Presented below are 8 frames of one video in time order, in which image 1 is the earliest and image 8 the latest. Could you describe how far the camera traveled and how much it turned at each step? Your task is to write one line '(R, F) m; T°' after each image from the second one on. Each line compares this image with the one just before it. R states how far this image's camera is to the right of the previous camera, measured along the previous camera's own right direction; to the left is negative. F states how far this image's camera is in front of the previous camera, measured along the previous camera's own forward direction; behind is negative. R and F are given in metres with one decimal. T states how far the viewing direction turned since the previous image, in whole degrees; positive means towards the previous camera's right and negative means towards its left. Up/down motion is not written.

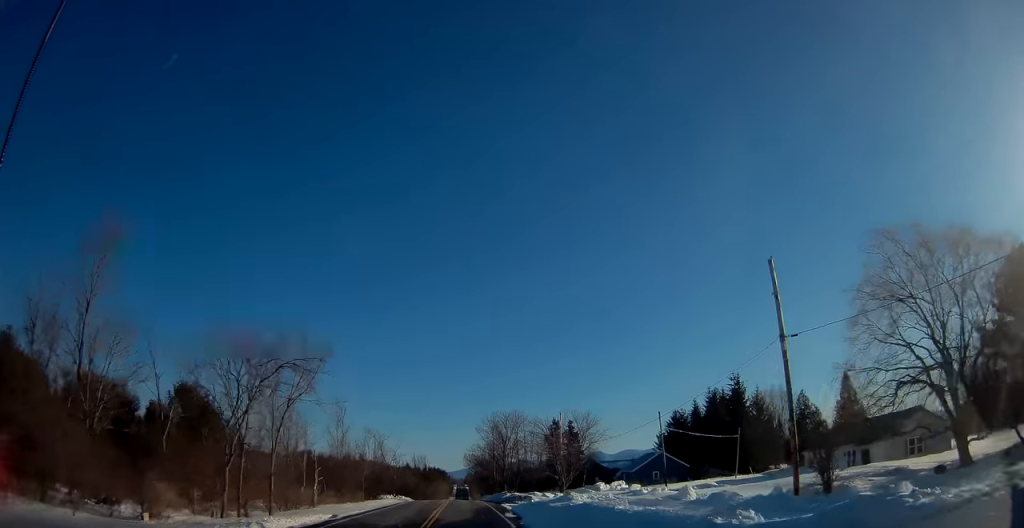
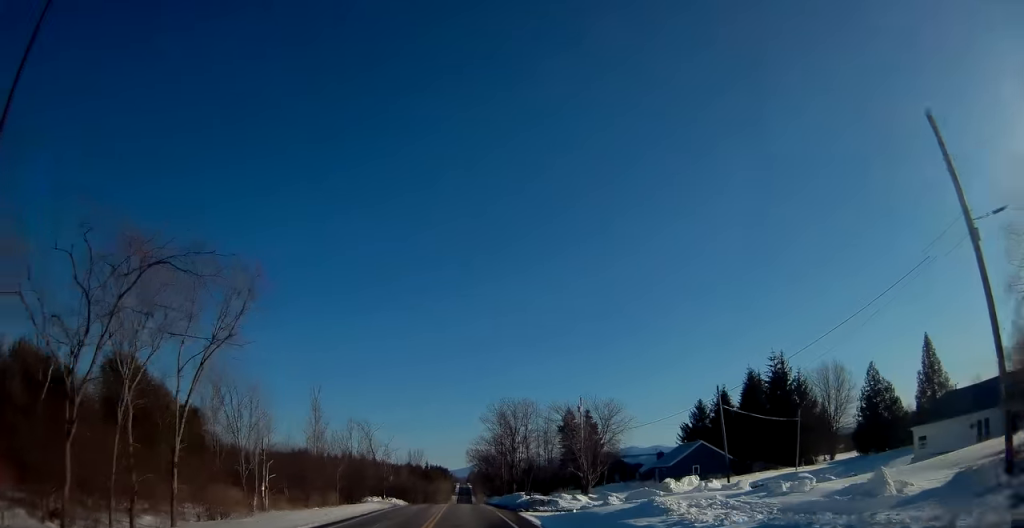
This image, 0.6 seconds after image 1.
(0.0, +13.3) m; 0°
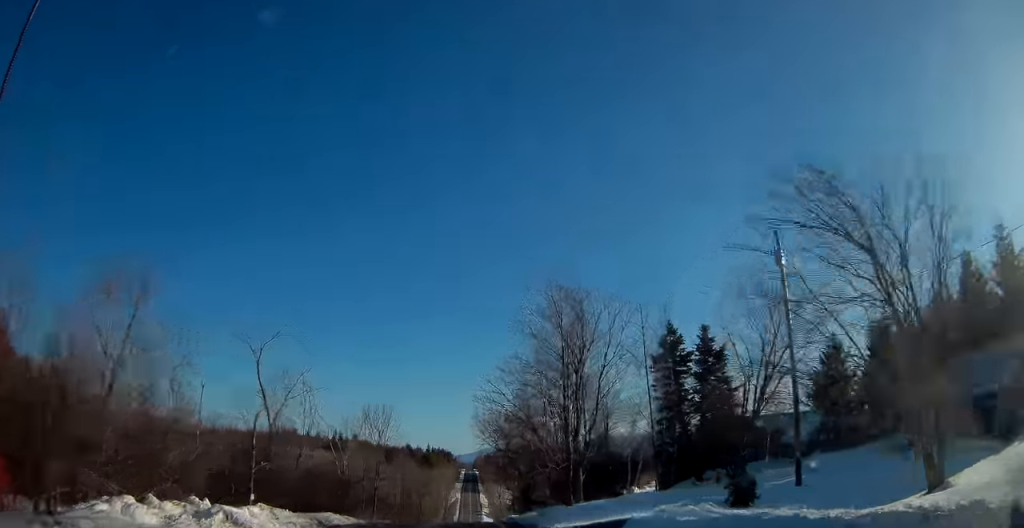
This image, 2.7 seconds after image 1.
(+0.1, +46.1) m; 0°
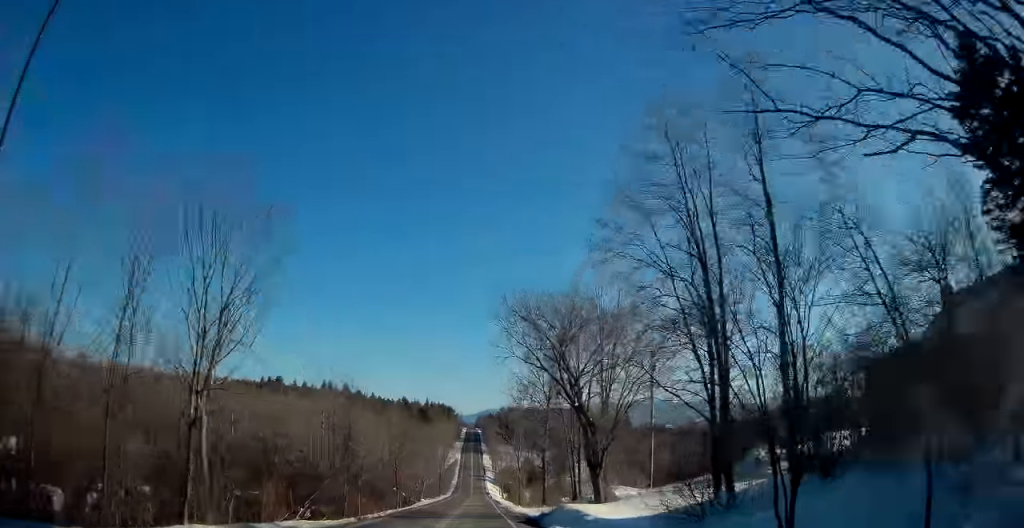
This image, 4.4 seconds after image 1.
(-0.4, +36.6) m; 0°
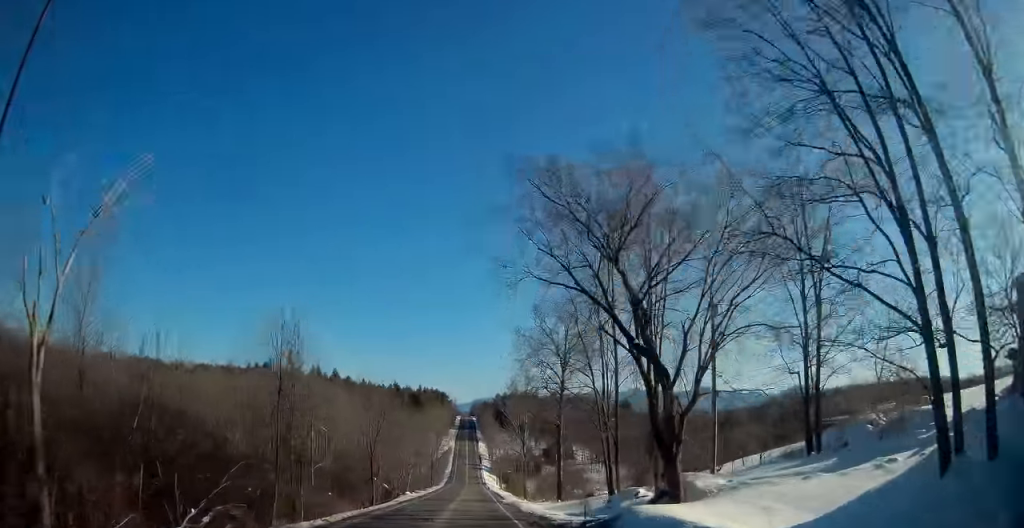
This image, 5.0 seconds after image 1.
(+0.2, +13.4) m; +1°
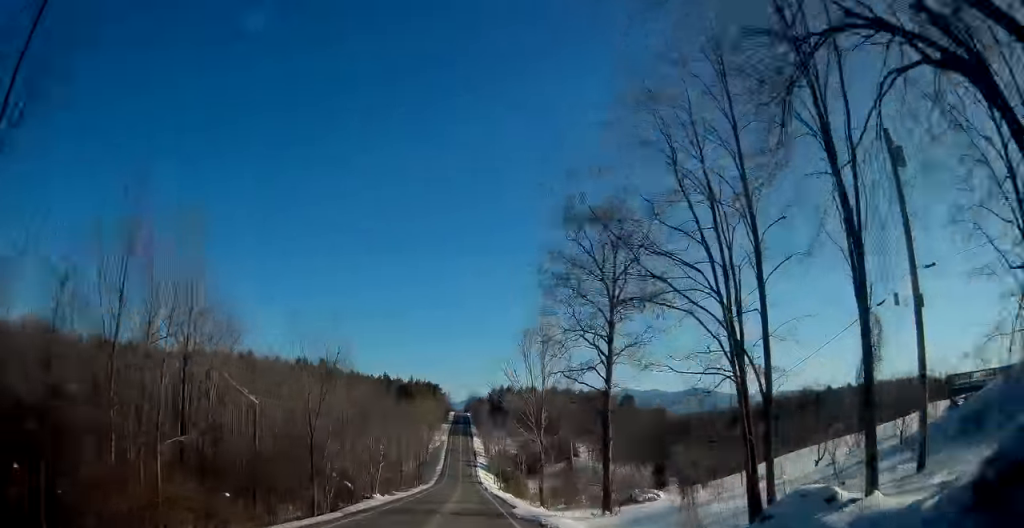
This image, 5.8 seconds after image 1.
(+0.1, +18.3) m; 0°
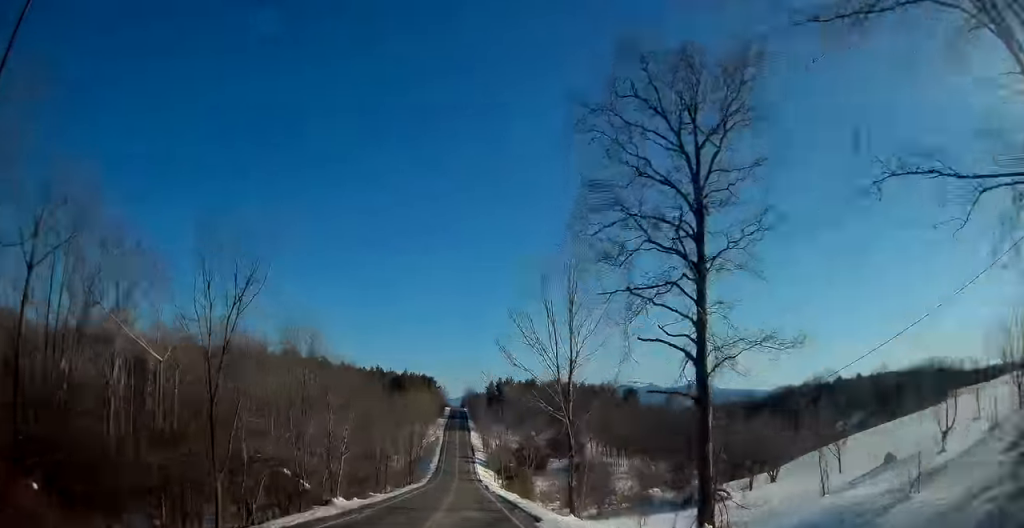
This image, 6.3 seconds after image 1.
(0.0, +13.2) m; 0°
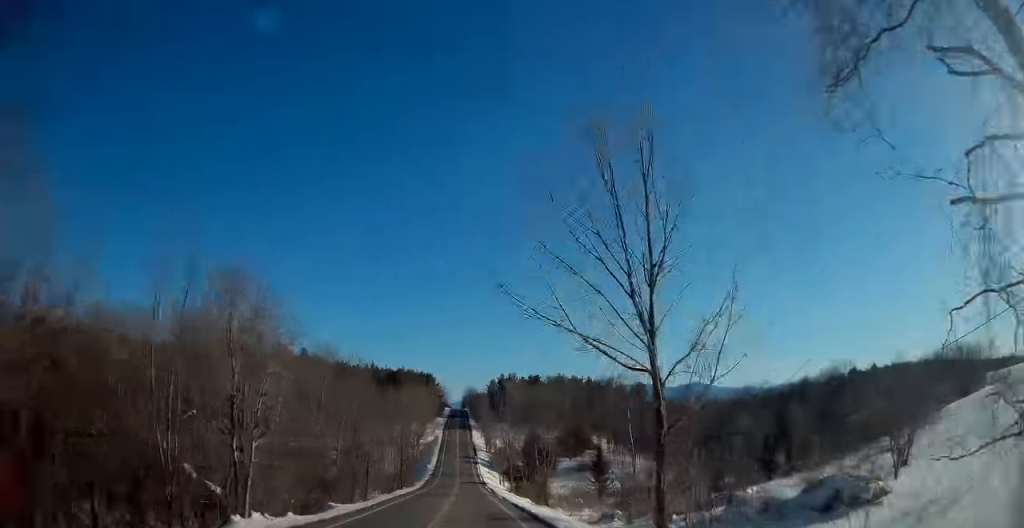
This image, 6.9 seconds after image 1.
(+0.1, +14.2) m; 0°
